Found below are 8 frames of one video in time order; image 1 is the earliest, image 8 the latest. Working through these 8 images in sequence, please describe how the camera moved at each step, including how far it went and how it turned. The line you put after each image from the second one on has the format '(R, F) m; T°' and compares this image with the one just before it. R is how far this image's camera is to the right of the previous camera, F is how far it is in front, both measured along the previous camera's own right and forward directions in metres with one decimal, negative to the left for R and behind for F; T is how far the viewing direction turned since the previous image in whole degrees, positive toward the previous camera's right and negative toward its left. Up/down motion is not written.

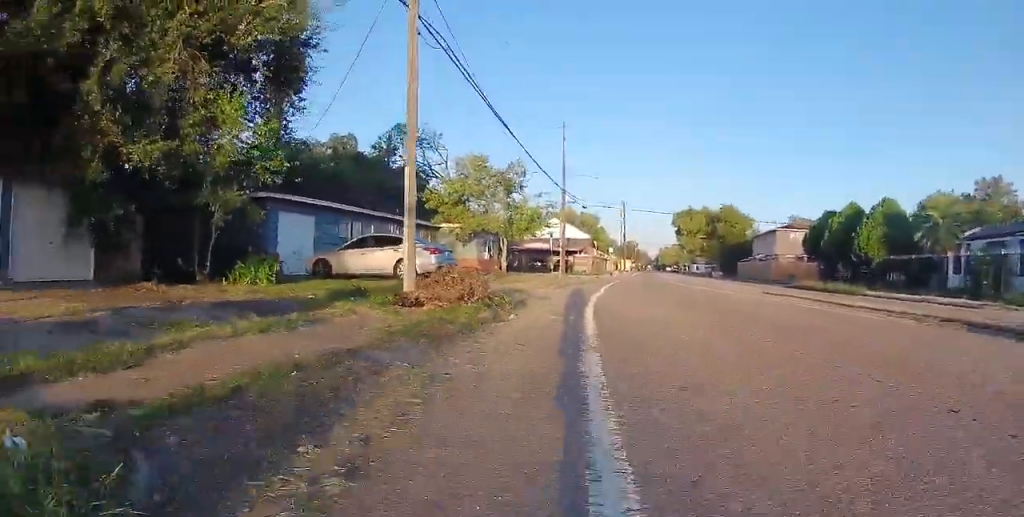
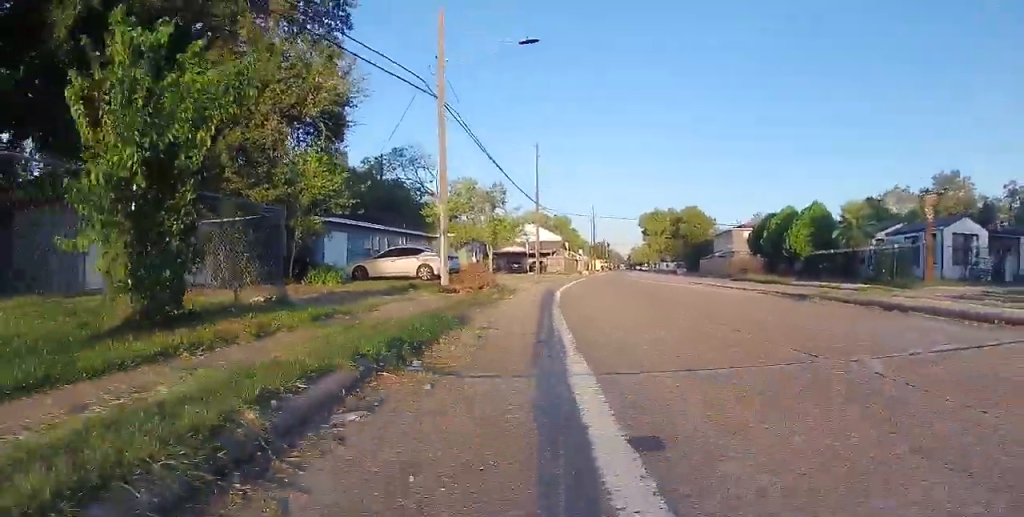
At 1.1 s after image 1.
(+0.8, +6.3) m; +8°
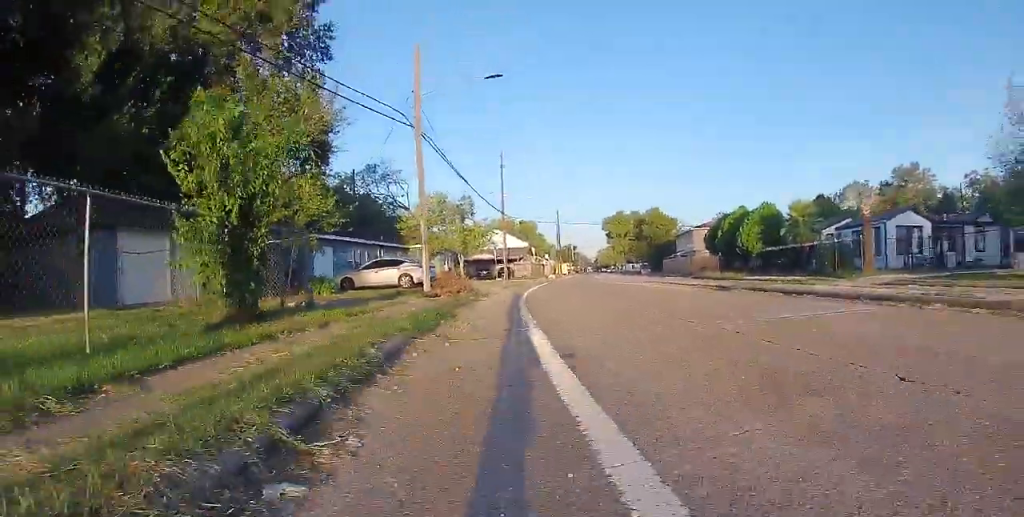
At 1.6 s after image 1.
(0.0, +2.7) m; -2°
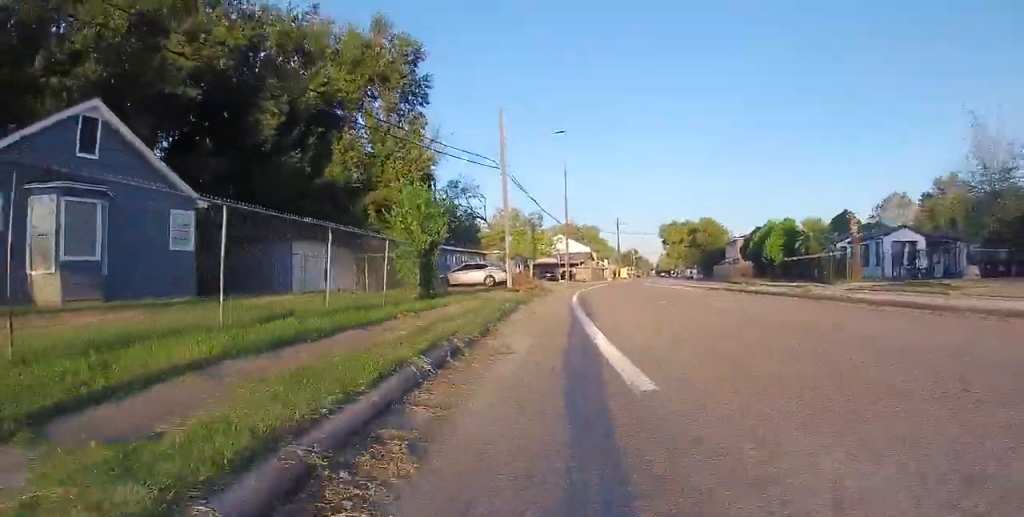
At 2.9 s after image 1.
(-0.4, +7.8) m; -4°
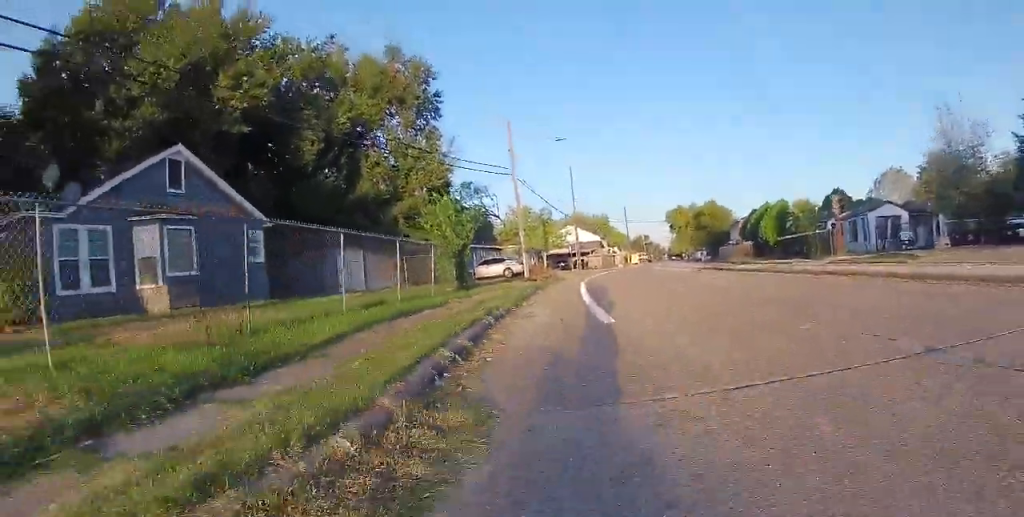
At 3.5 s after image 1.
(0.0, +3.7) m; 0°
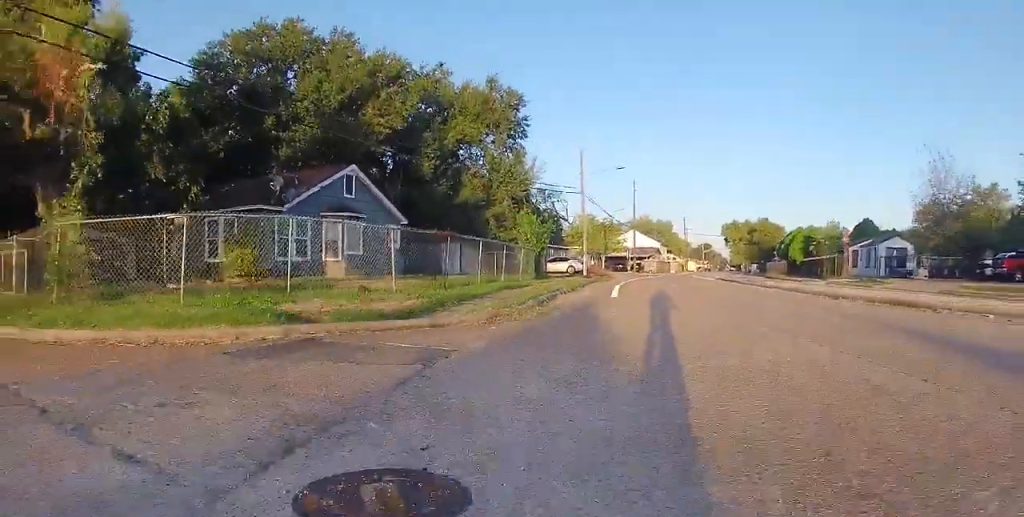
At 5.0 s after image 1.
(-0.1, +8.8) m; -11°
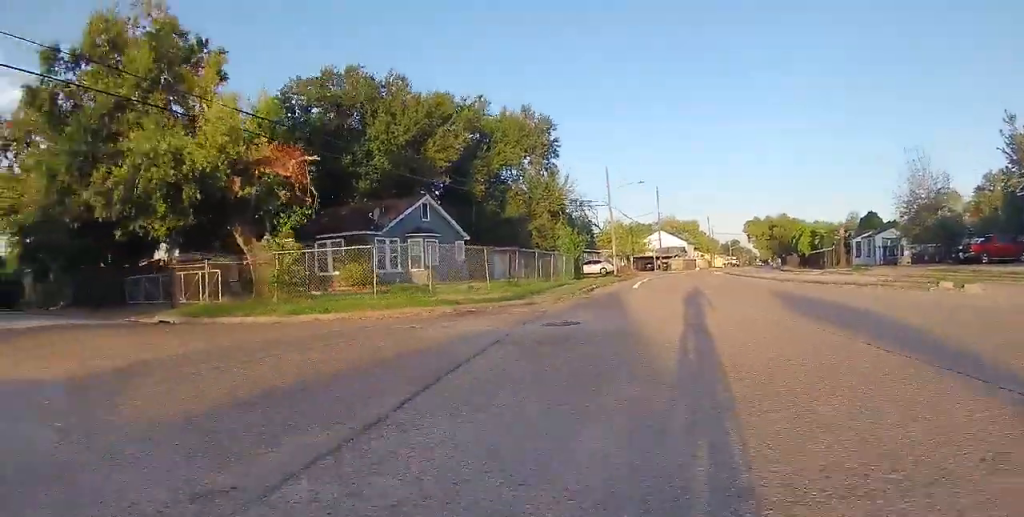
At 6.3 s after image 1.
(-1.0, +7.4) m; -4°
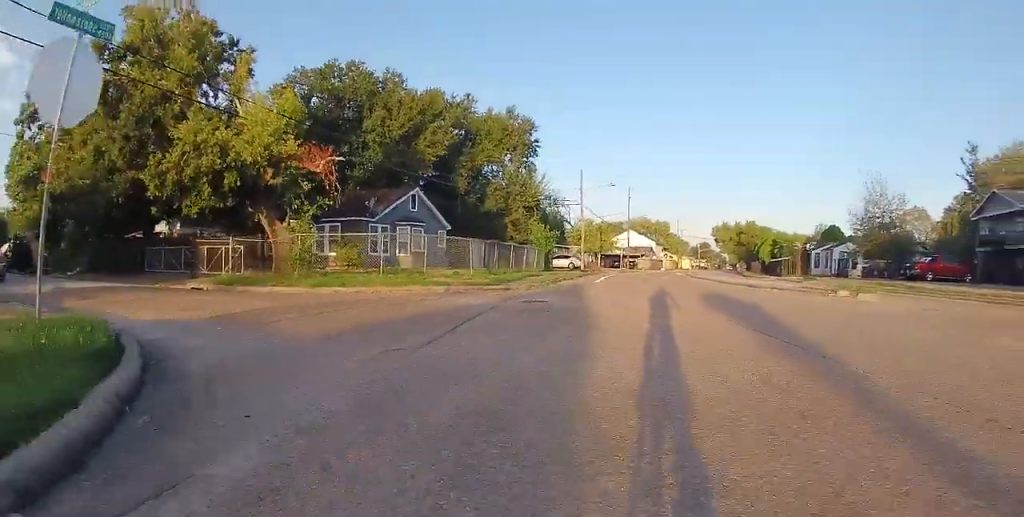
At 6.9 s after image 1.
(+0.3, +3.9) m; +4°
